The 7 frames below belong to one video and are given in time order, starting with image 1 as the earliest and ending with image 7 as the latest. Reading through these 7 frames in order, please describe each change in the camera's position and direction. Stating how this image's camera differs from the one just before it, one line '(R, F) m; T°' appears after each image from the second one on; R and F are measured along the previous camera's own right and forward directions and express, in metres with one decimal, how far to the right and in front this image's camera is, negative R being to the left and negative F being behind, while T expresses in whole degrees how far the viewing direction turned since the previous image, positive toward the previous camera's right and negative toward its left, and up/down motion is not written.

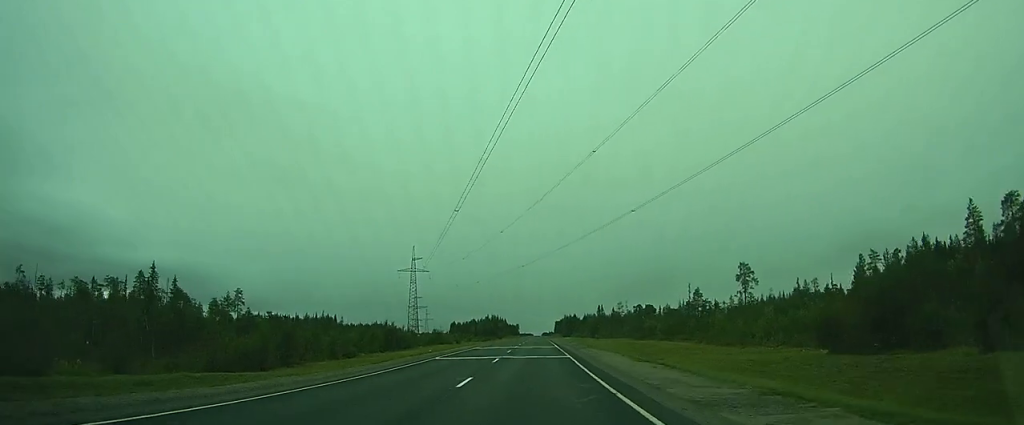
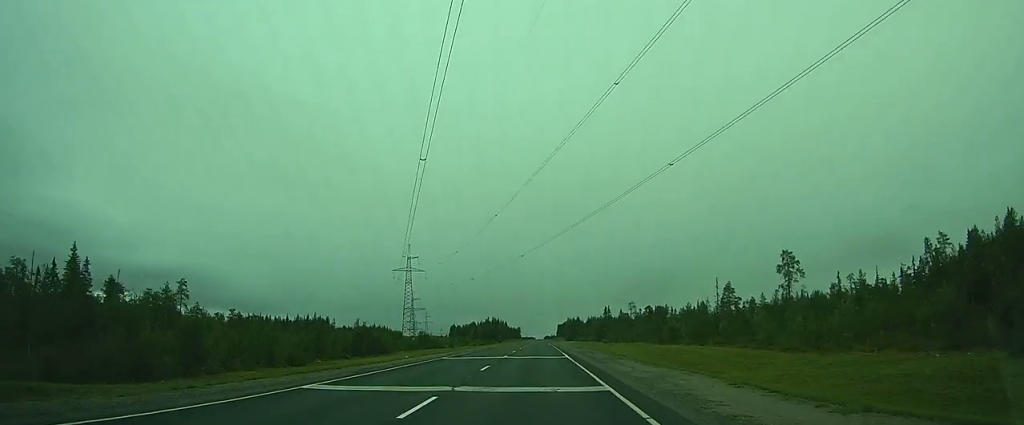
(0.0, +18.0) m; 0°
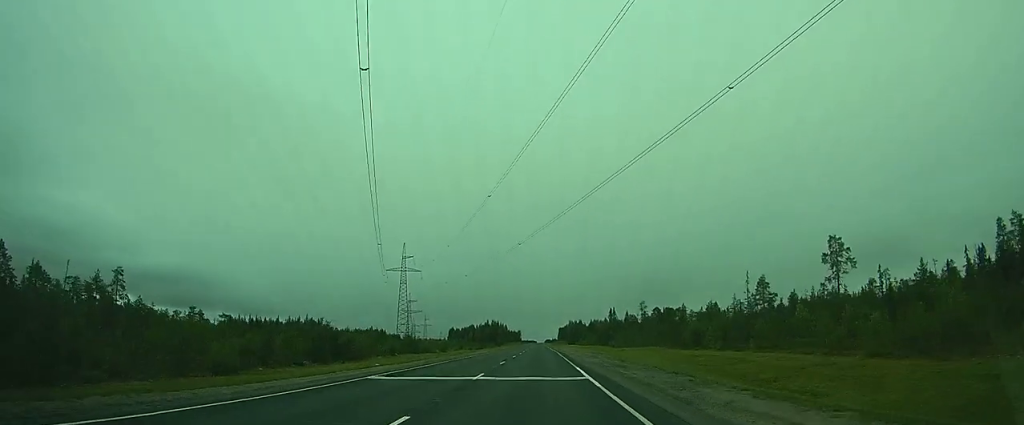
(0.0, +14.8) m; 0°
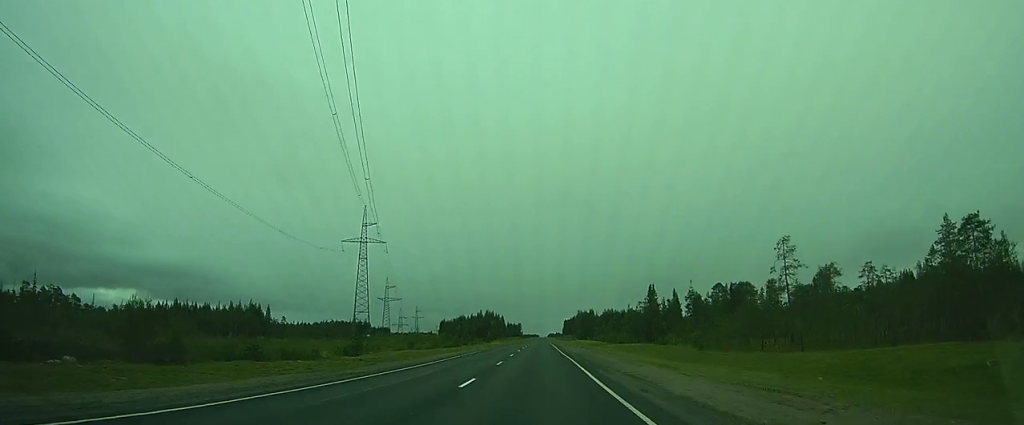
(+0.5, +76.2) m; 0°
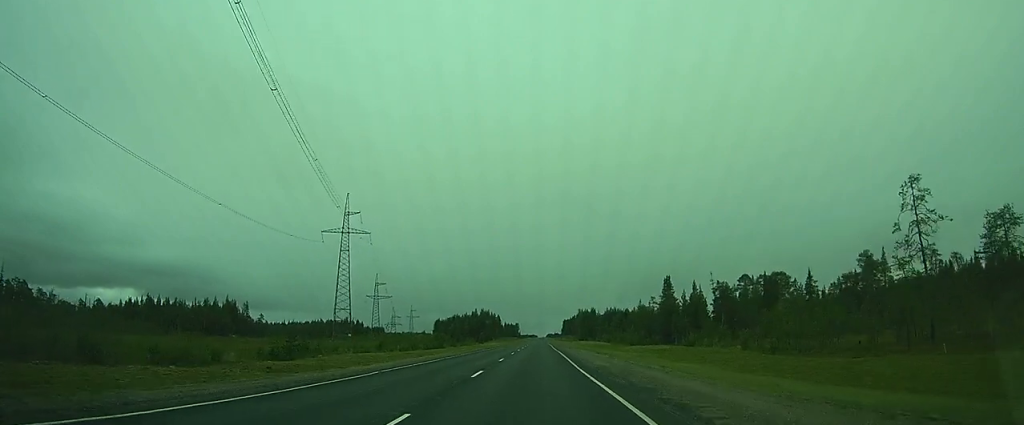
(0.0, +20.6) m; 0°
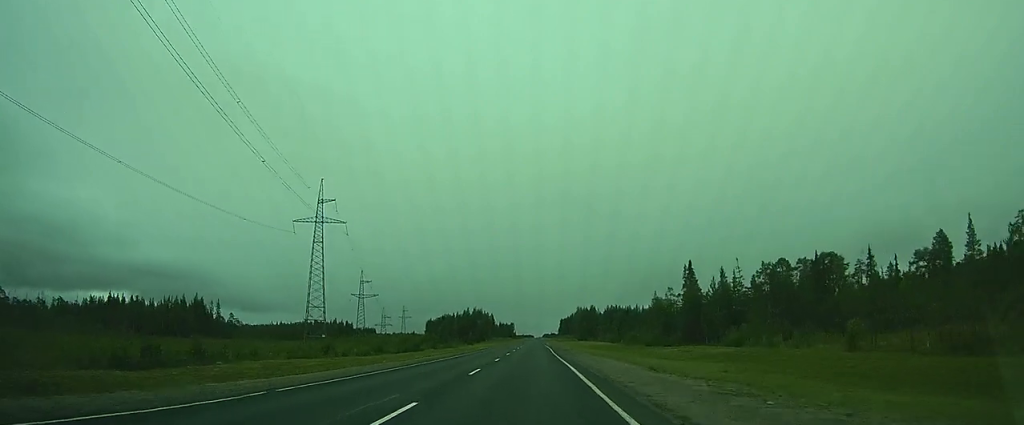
(+0.2, +22.1) m; 0°
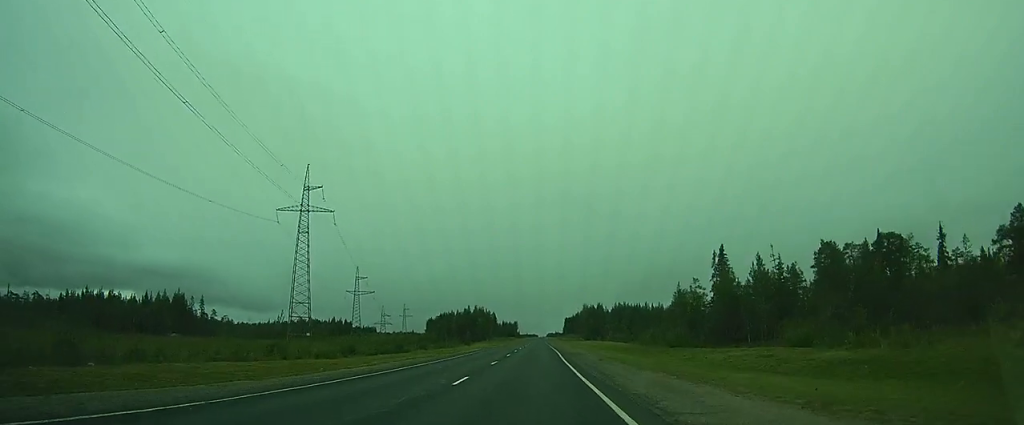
(-0.1, +16.0) m; 0°
